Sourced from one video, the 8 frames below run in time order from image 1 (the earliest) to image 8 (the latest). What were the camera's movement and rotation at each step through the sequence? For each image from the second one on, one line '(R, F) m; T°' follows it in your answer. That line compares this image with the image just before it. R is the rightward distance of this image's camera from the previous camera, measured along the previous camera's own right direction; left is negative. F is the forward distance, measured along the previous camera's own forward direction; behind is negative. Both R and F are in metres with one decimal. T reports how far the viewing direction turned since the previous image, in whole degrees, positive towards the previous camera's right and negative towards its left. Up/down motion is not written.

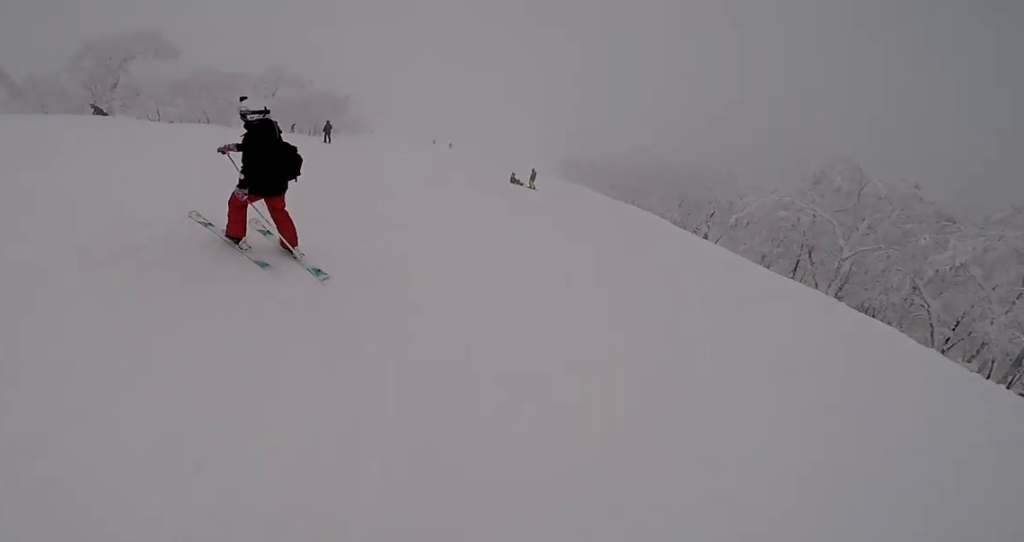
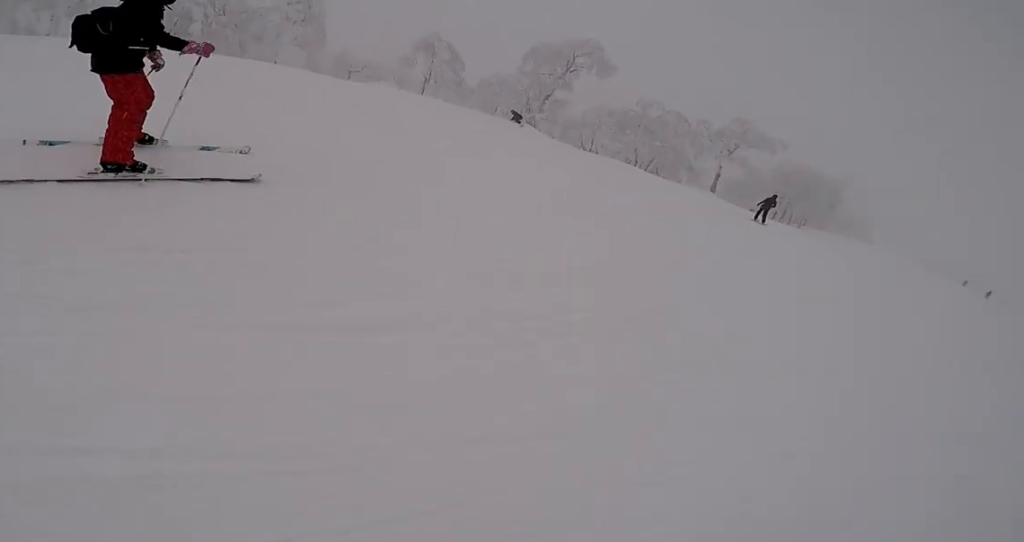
(-0.6, +6.4) m; -13°
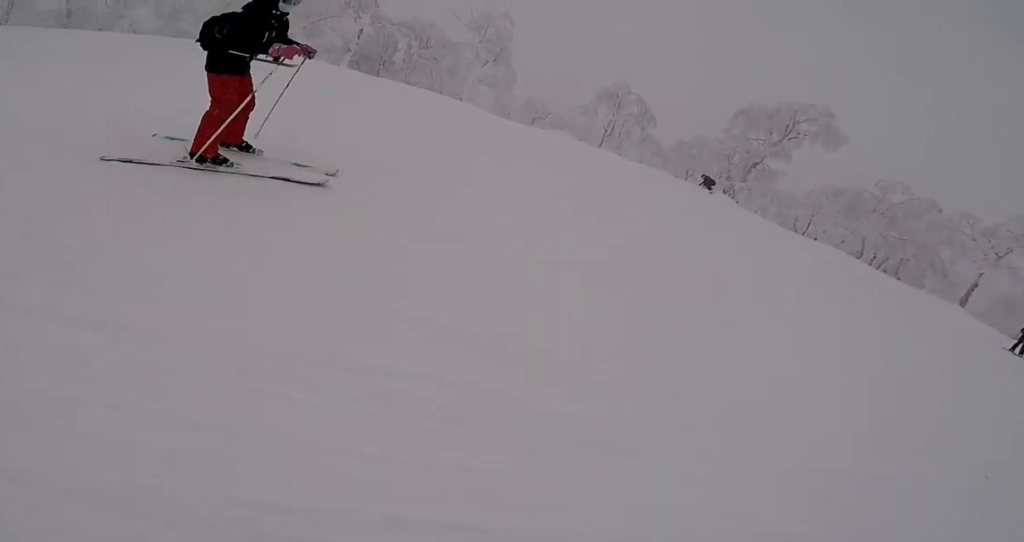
(-0.1, +1.9) m; -3°
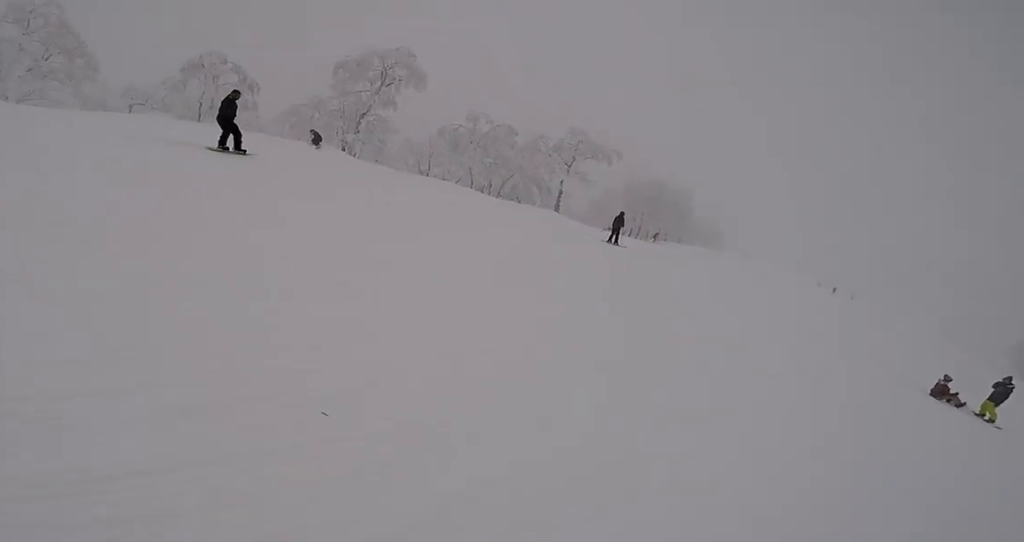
(-0.1, +3.8) m; -1°
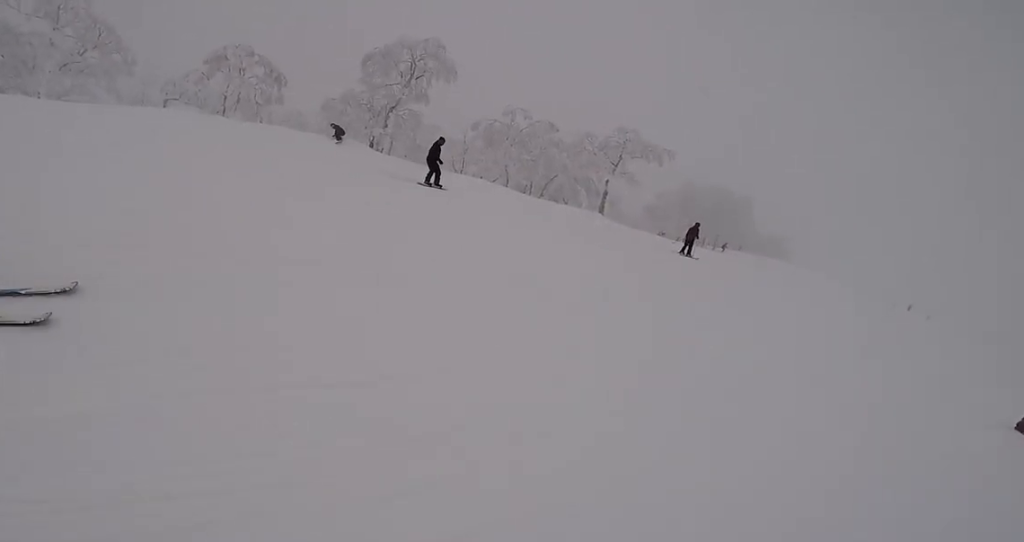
(0.0, +2.1) m; 0°
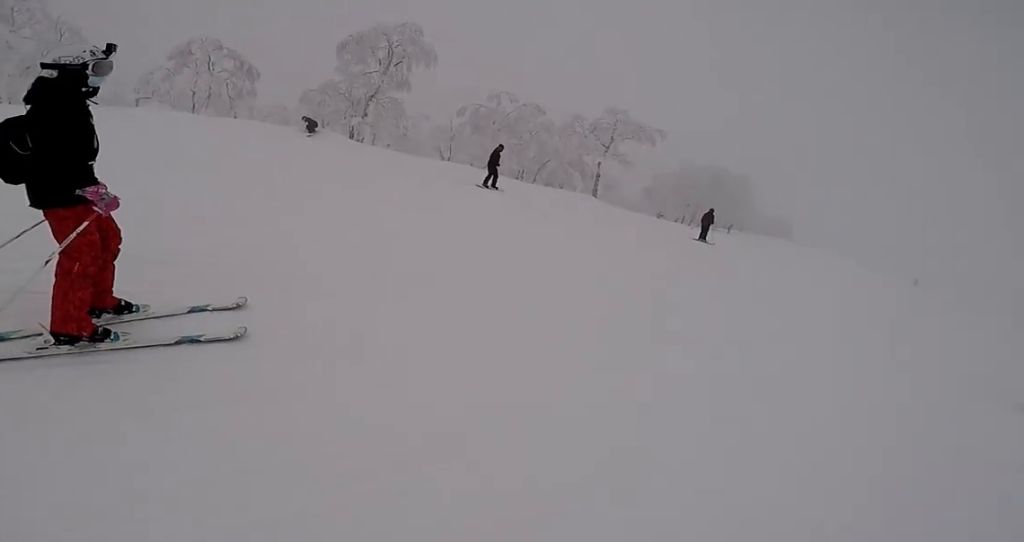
(0.0, +1.2) m; 0°
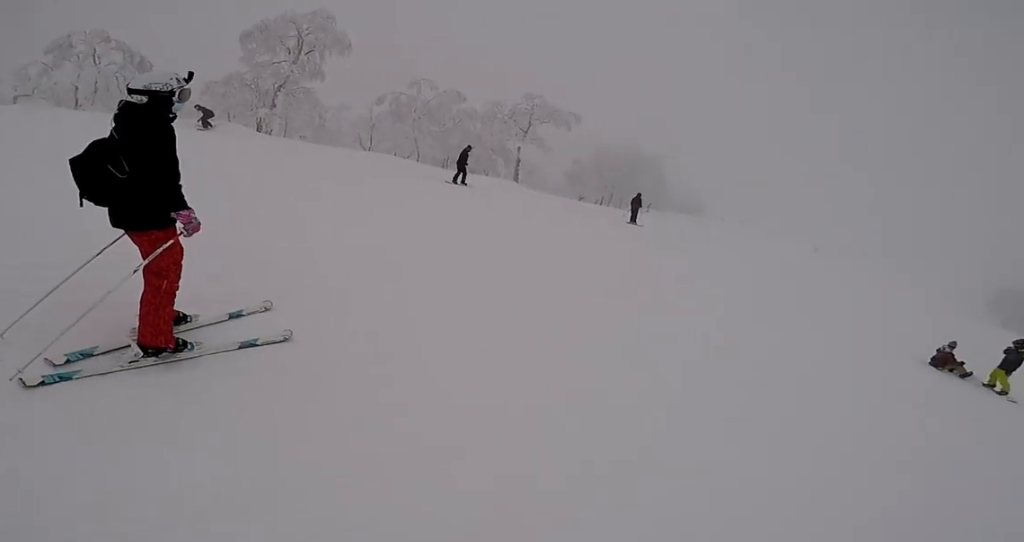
(0.0, +0.9) m; 0°
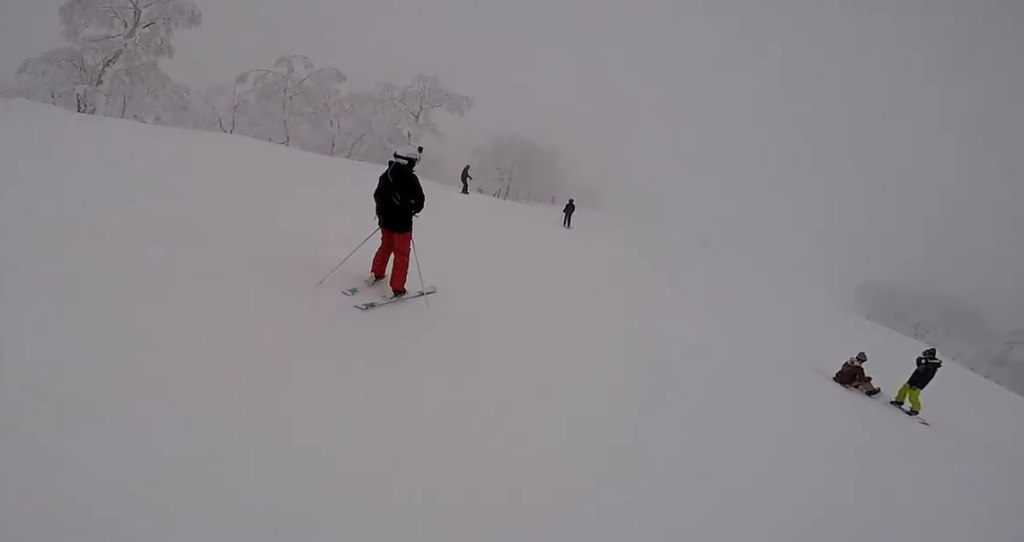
(0.0, +3.1) m; 0°
